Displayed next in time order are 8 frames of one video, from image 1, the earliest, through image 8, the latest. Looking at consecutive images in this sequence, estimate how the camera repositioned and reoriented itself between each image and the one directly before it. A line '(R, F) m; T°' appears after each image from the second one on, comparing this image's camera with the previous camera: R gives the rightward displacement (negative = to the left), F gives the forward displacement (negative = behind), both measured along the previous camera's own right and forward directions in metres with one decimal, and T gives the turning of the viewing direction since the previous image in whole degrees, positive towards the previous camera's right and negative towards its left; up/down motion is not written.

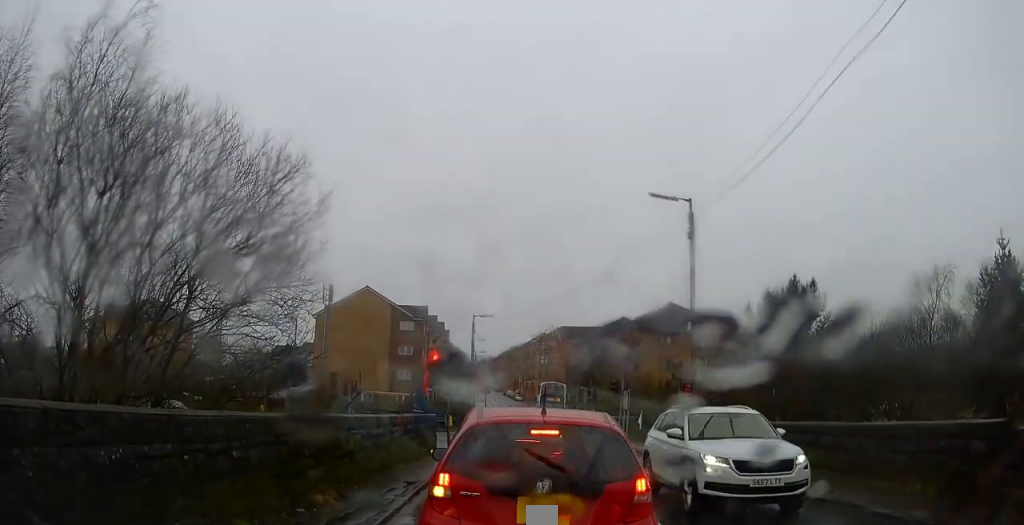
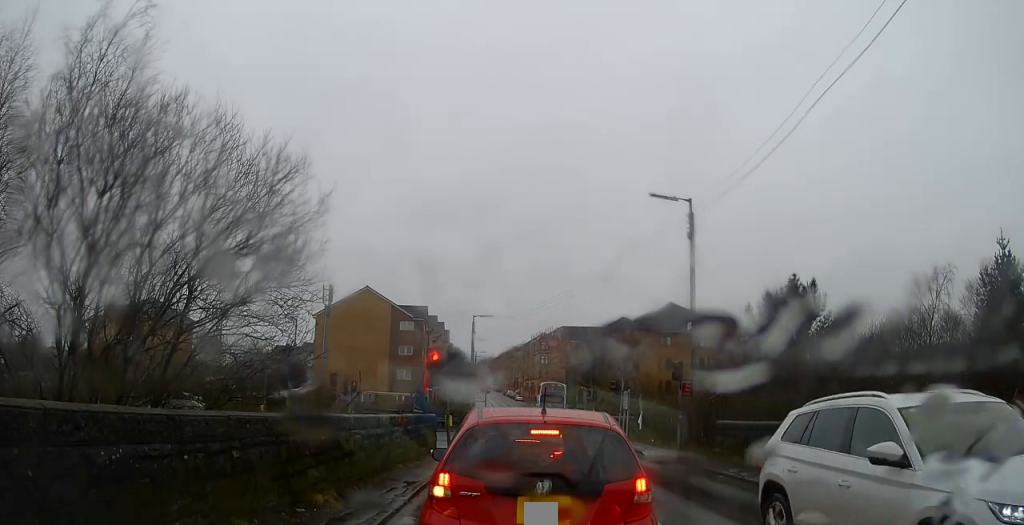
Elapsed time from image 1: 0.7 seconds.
(0.0, +0.1) m; 0°
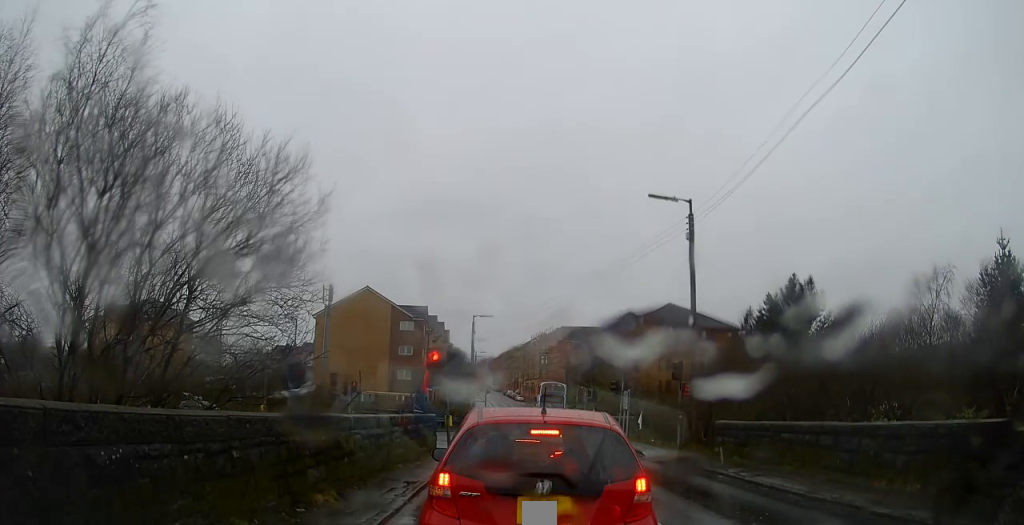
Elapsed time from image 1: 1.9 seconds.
(0.0, +0.1) m; 0°
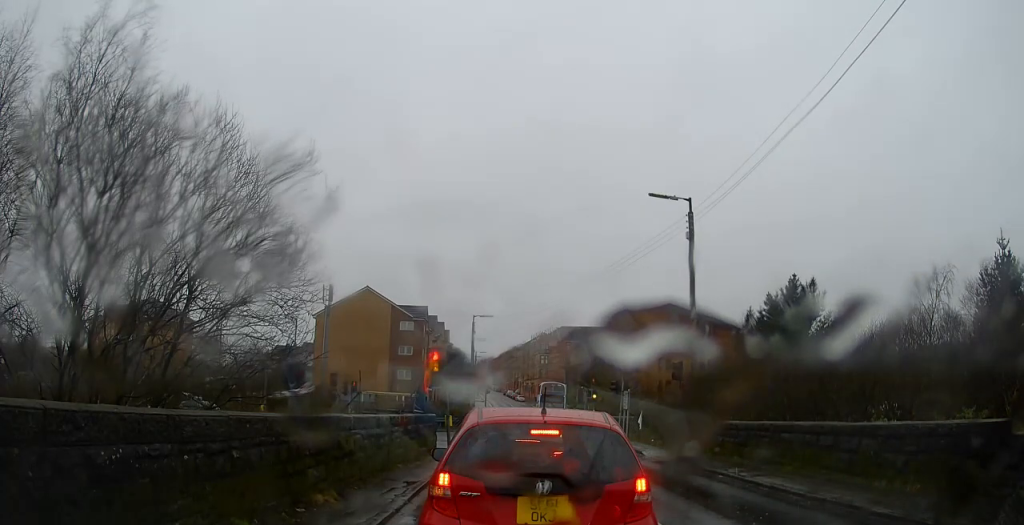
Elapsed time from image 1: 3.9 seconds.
(+0.1, +0.2) m; 0°
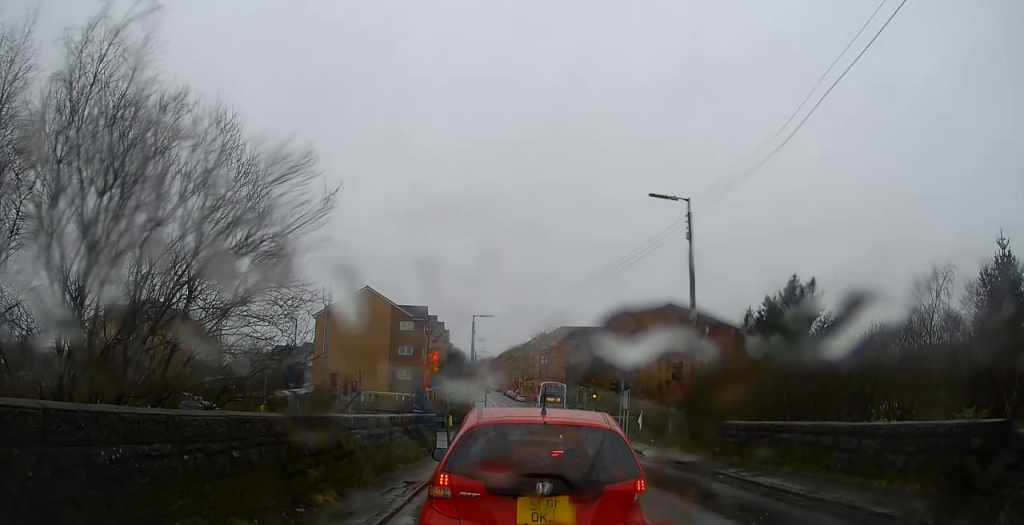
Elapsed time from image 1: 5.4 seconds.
(-0.1, +0.2) m; 0°
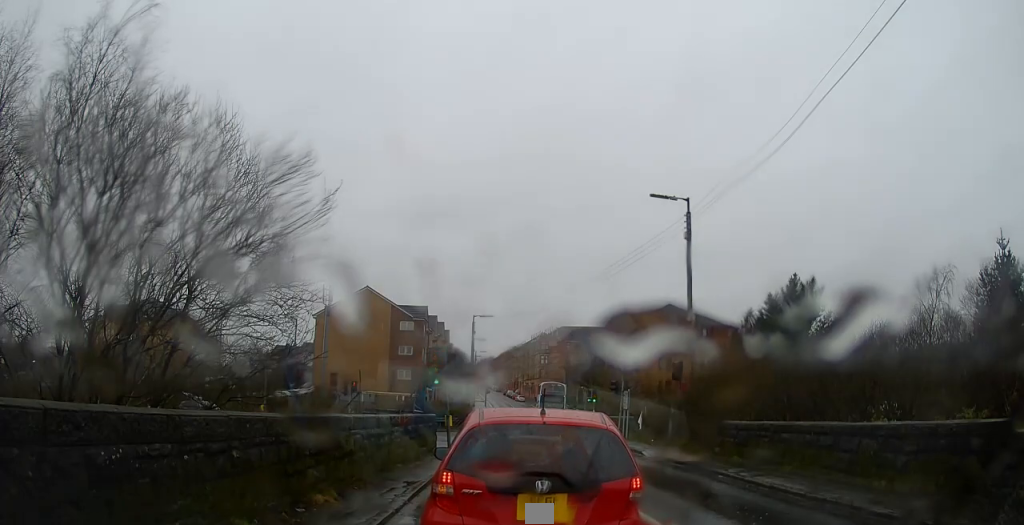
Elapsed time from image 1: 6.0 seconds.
(0.0, 0.0) m; 0°
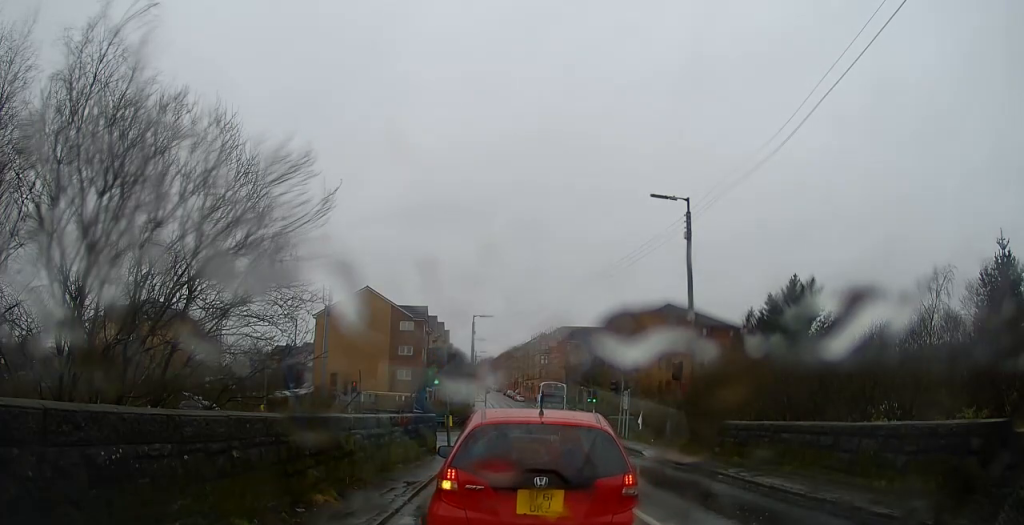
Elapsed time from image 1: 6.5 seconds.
(0.0, 0.0) m; 0°
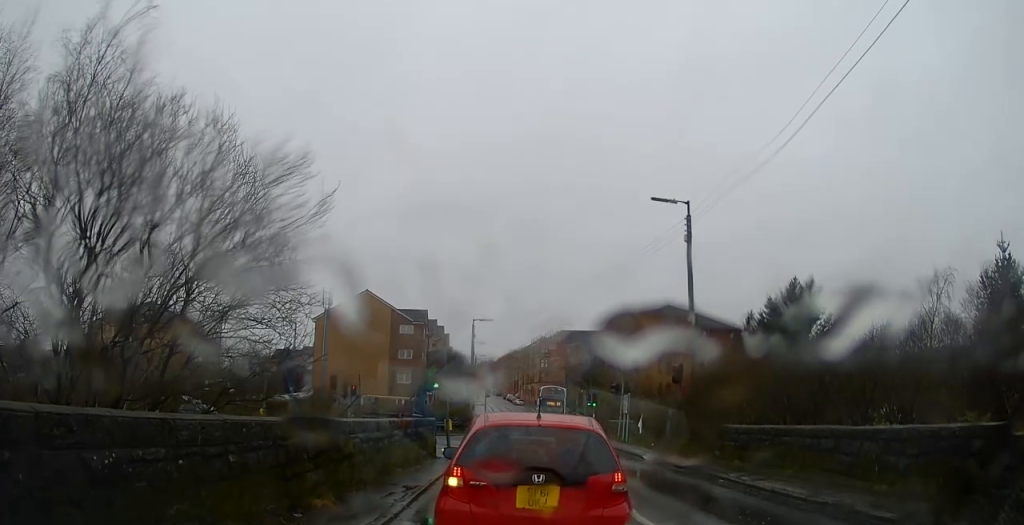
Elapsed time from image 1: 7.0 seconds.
(-0.1, +0.1) m; 0°
